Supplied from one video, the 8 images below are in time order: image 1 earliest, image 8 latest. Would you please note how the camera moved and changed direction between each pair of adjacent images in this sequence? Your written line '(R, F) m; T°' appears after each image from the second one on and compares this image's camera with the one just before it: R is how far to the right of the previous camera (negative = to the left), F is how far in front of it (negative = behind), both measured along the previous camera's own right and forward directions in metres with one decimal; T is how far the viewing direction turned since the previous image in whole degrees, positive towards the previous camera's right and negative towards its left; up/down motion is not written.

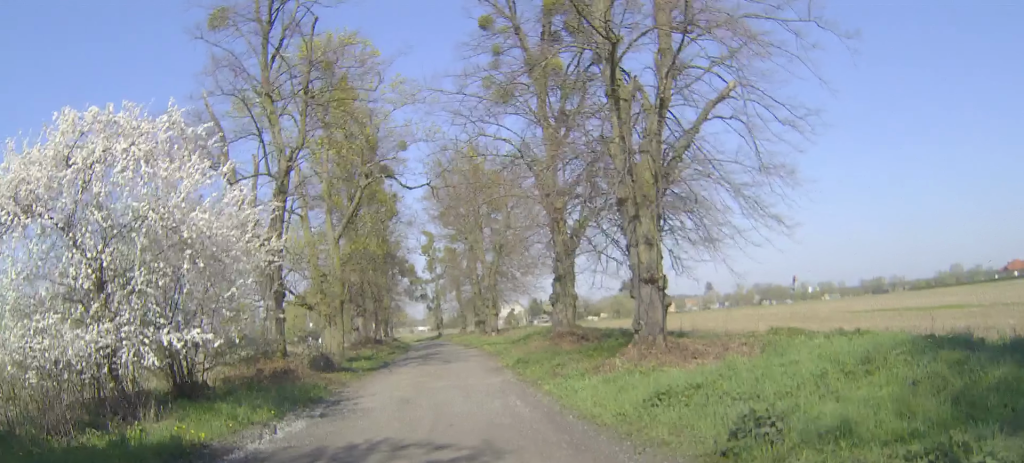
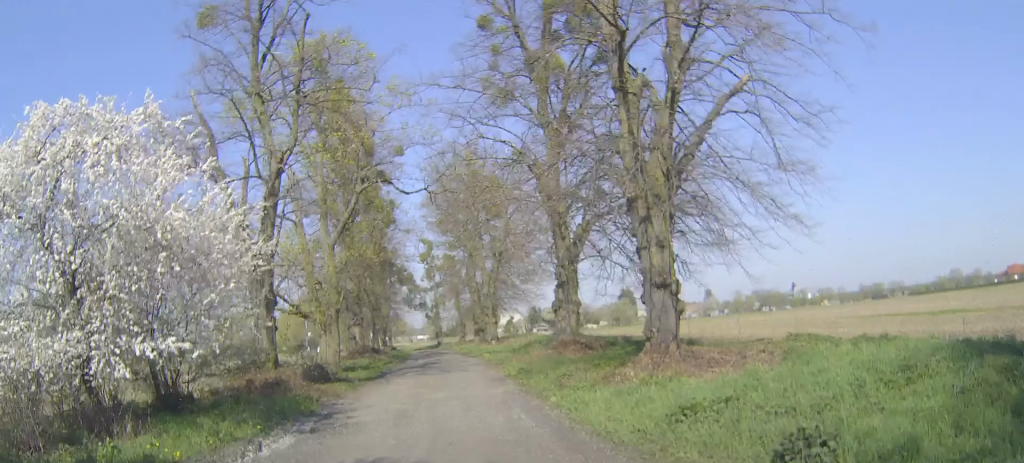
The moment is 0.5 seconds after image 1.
(0.0, +1.0) m; -1°
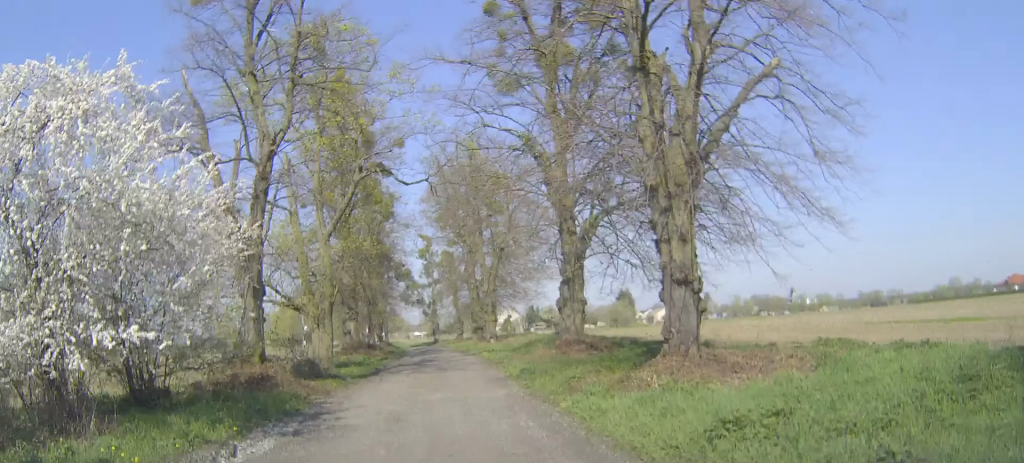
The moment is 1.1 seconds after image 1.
(0.0, +1.3) m; -2°
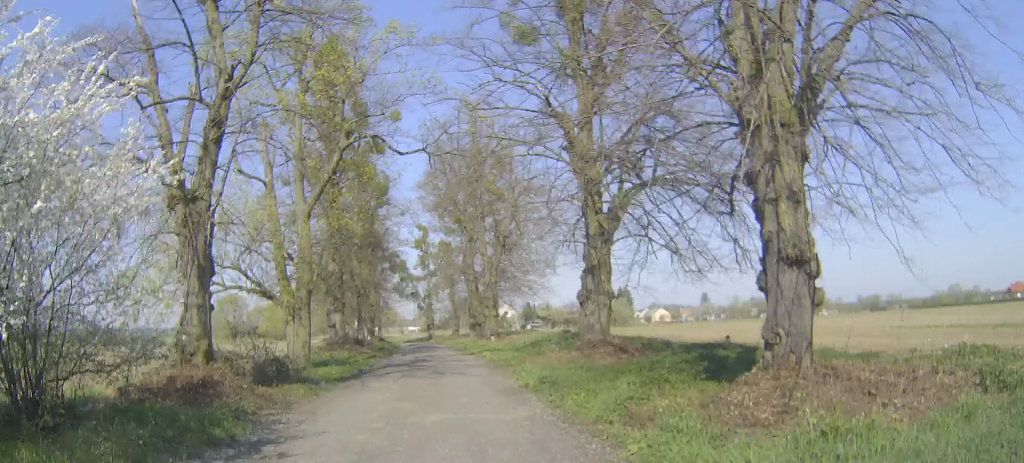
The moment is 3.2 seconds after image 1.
(0.0, +4.1) m; +1°
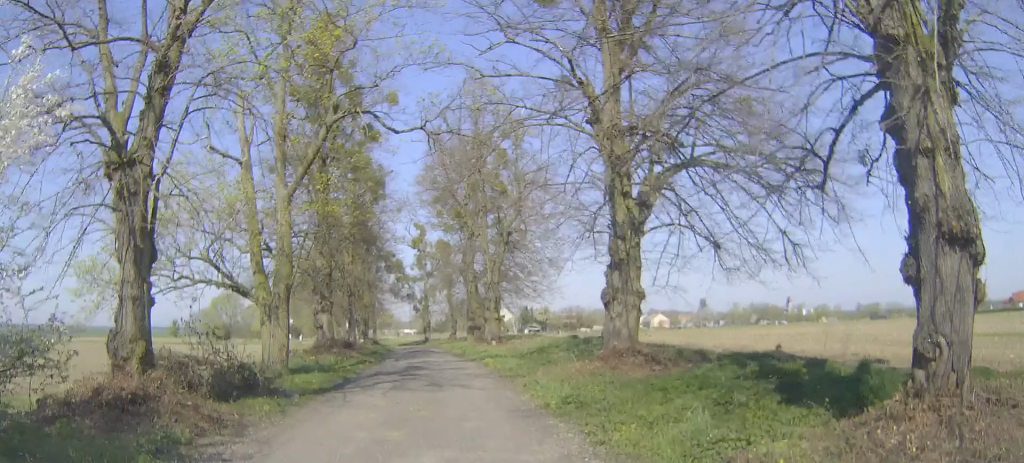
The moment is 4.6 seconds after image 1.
(0.0, +2.9) m; +1°
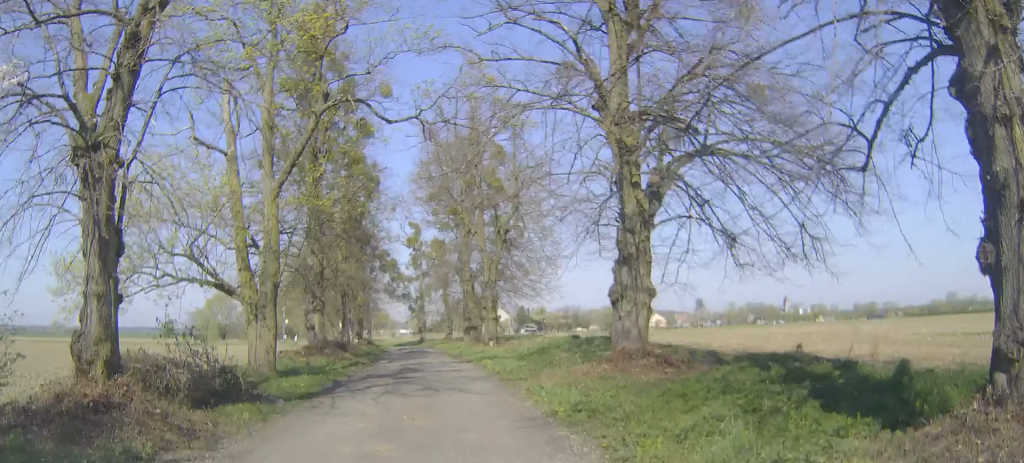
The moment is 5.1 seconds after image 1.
(0.0, +1.1) m; +1°
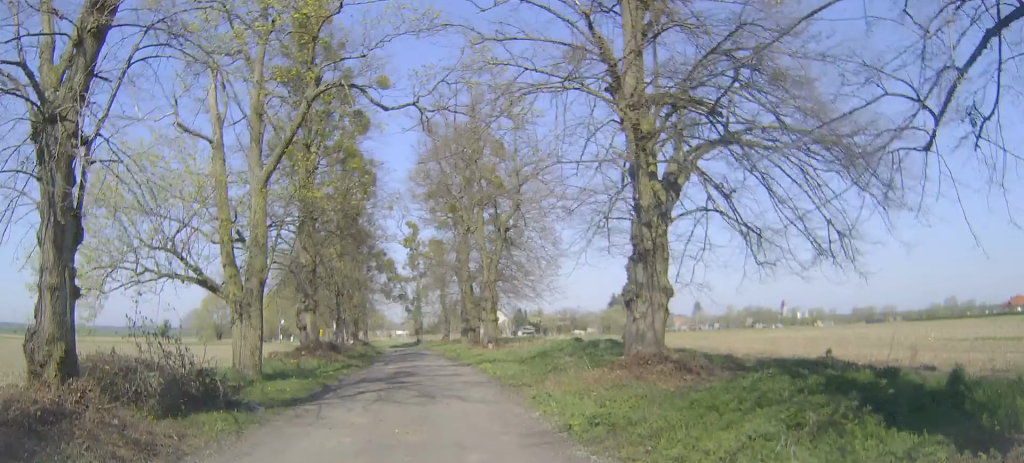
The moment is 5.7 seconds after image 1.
(0.0, +1.2) m; +1°
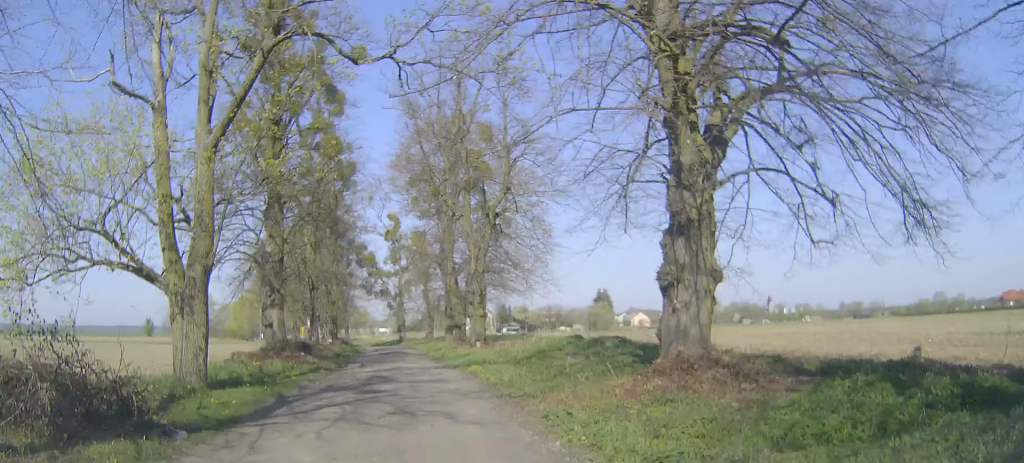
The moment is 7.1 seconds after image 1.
(0.0, +3.1) m; 0°
